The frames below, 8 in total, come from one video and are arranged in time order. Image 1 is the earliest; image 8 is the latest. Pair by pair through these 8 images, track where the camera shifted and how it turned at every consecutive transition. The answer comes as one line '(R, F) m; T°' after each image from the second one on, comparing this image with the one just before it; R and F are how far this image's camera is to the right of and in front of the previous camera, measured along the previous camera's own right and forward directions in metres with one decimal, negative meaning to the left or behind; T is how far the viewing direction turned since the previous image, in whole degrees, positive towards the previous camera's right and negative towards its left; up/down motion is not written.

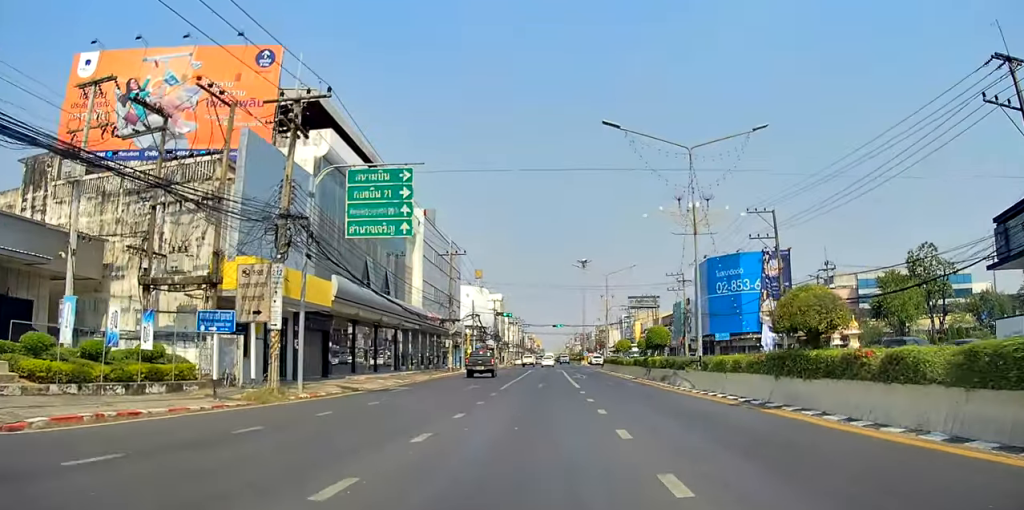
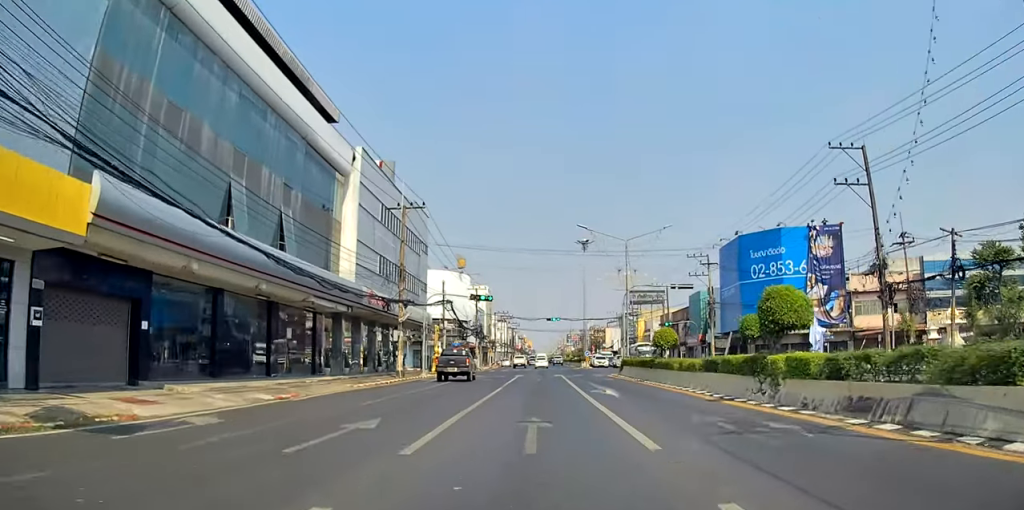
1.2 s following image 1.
(+0.4, +16.2) m; +2°
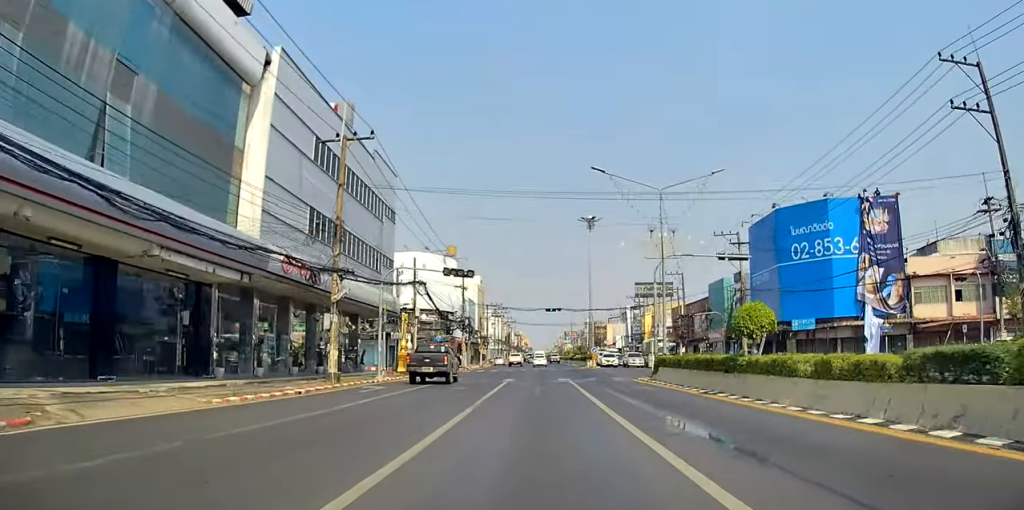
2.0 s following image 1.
(+0.1, +12.3) m; +2°
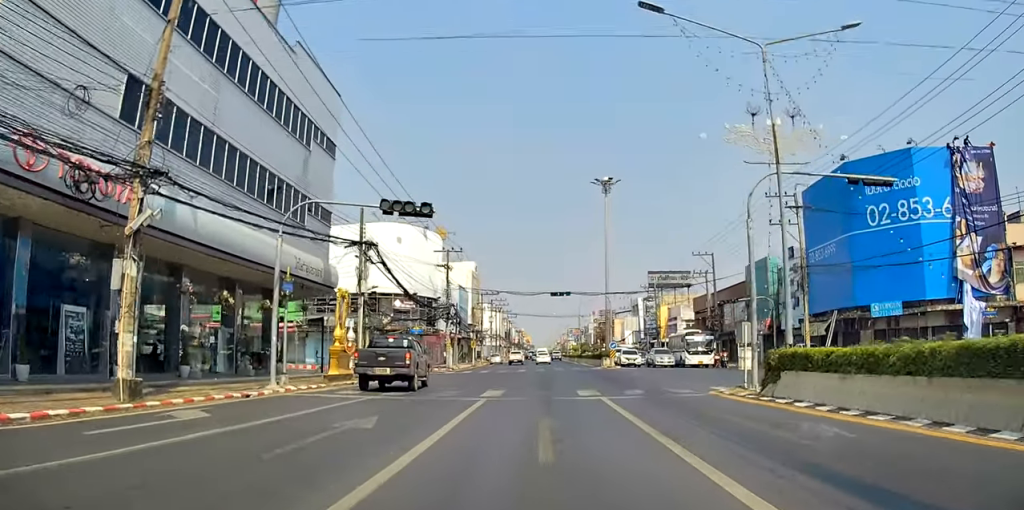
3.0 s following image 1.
(+0.3, +14.7) m; +2°
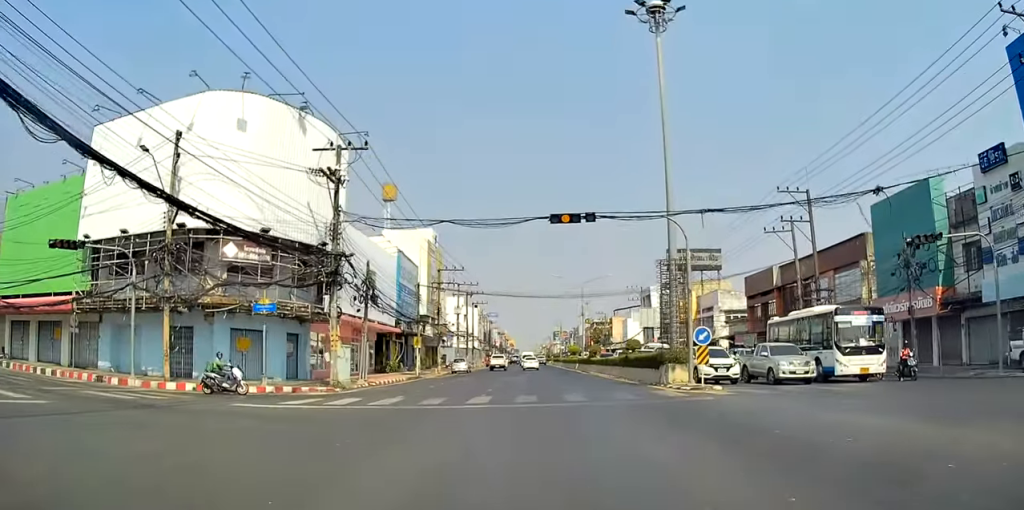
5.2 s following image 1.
(-1.1, +31.8) m; -2°
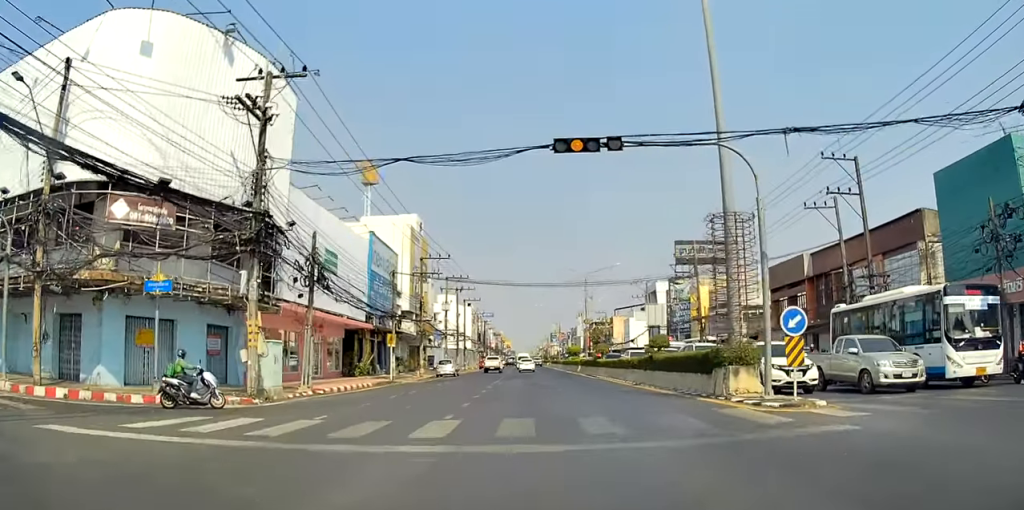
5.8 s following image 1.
(0.0, +7.8) m; +1°
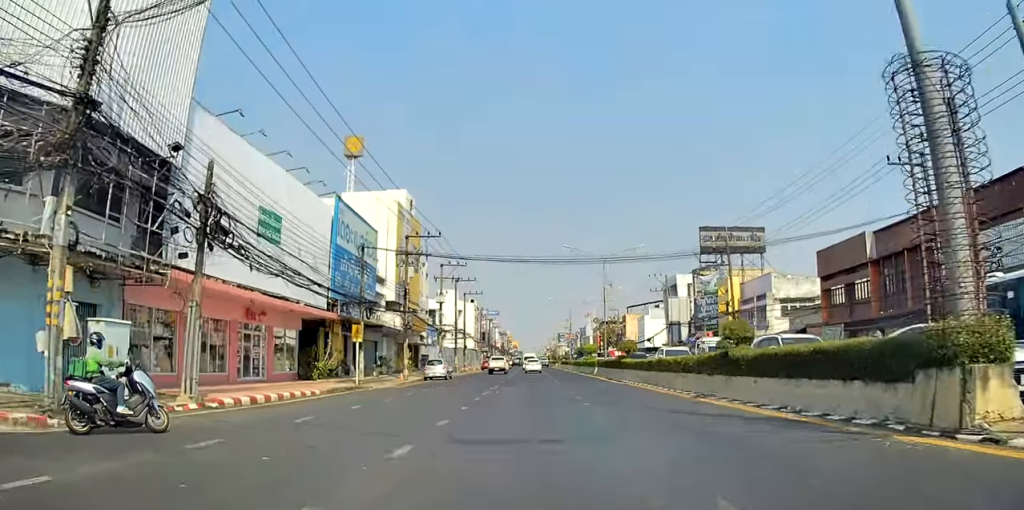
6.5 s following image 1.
(+0.6, +9.7) m; 0°
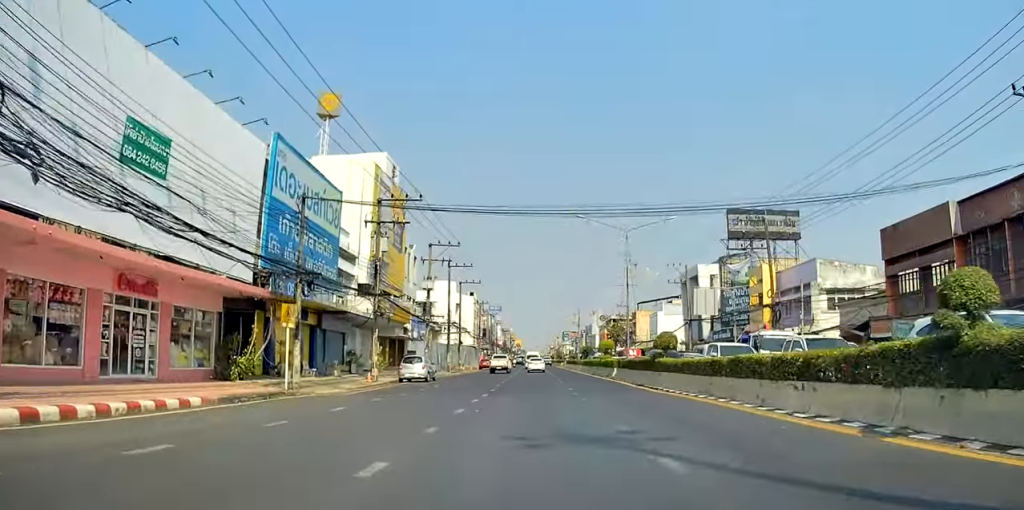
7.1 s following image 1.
(-0.3, +9.3) m; 0°
